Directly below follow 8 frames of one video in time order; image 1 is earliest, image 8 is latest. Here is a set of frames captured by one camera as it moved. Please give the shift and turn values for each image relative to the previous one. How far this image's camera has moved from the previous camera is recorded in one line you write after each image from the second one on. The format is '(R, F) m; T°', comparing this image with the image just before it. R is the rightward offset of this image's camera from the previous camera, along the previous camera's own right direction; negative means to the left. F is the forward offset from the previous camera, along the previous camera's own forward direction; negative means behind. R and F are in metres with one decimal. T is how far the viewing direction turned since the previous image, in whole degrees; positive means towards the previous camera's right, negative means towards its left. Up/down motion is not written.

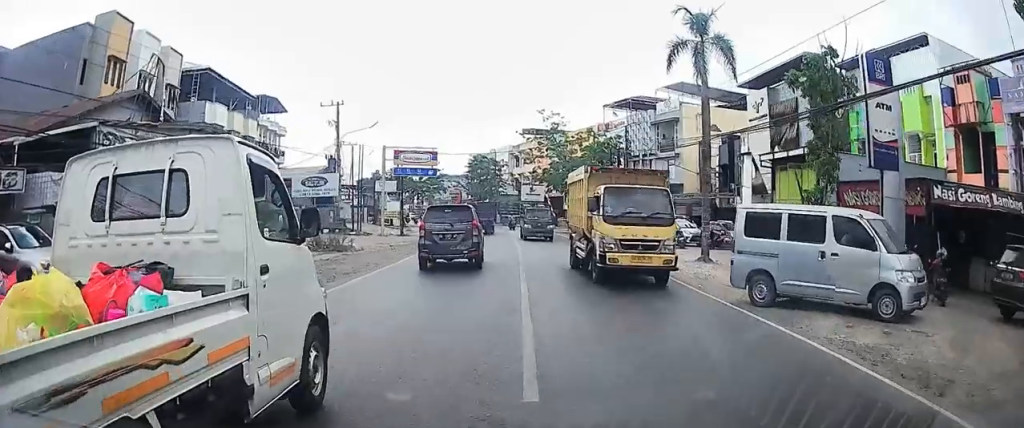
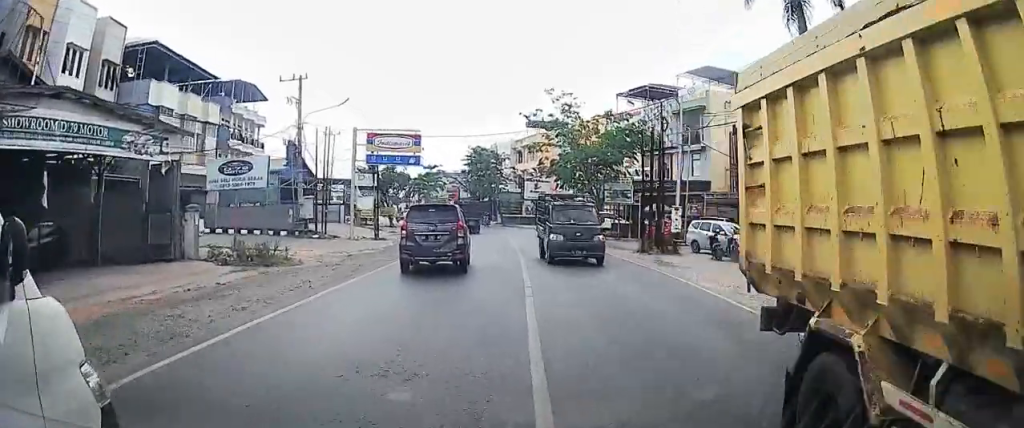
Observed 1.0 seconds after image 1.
(-0.3, +11.4) m; -3°
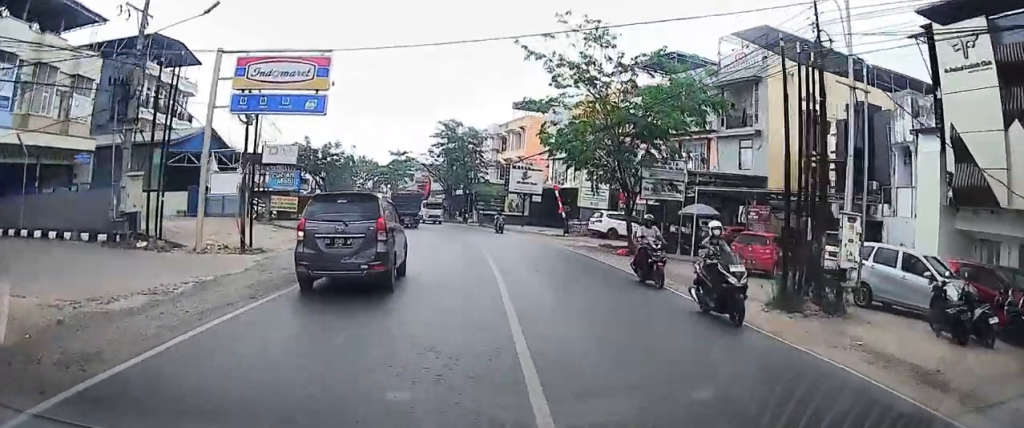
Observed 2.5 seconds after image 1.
(-0.5, +14.1) m; -2°
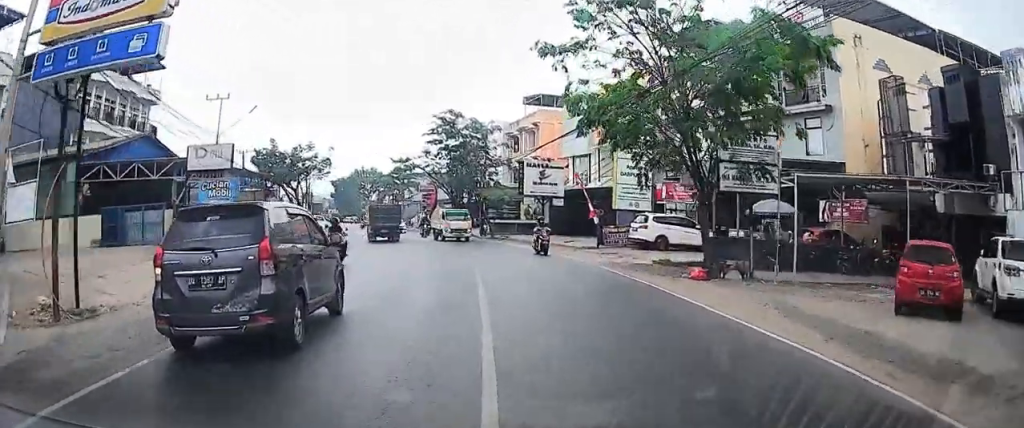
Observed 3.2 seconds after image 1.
(+0.2, +6.6) m; +3°
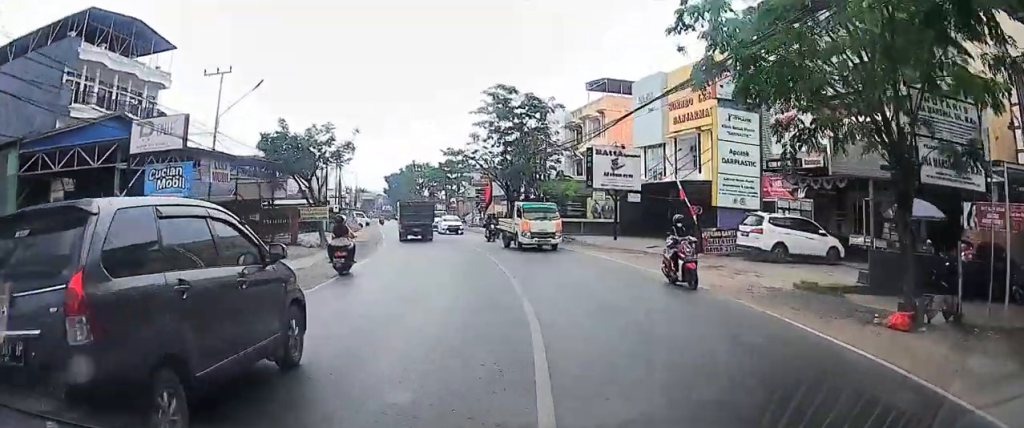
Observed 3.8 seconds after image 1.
(+0.2, +6.1) m; -1°
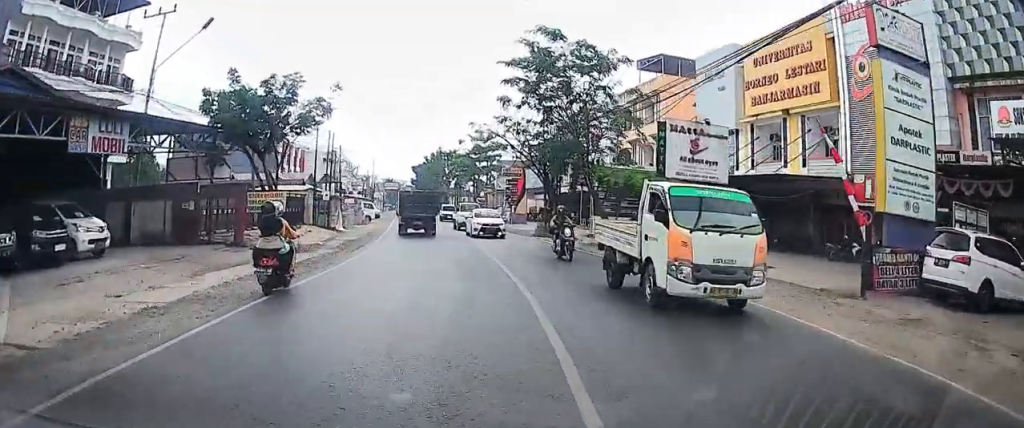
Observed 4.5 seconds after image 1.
(+0.3, +8.2) m; -3°
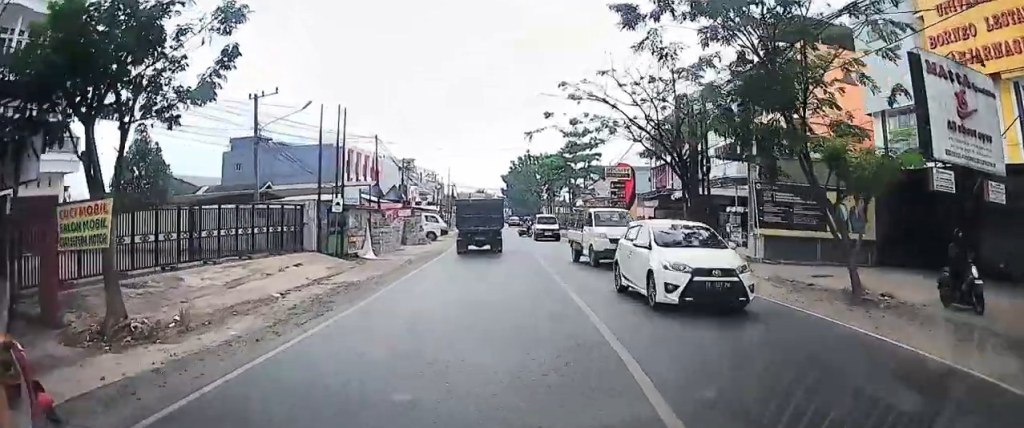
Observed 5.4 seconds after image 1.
(-1.2, +12.6) m; -5°
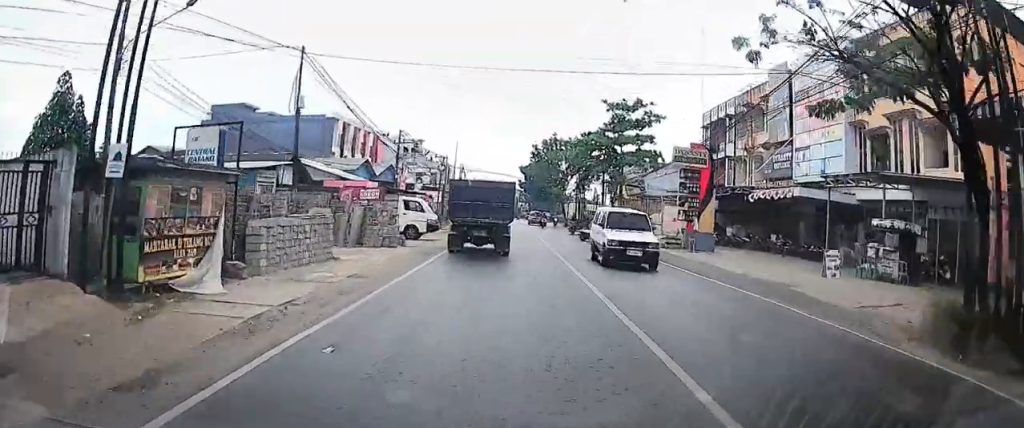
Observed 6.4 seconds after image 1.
(0.0, +14.1) m; 0°
